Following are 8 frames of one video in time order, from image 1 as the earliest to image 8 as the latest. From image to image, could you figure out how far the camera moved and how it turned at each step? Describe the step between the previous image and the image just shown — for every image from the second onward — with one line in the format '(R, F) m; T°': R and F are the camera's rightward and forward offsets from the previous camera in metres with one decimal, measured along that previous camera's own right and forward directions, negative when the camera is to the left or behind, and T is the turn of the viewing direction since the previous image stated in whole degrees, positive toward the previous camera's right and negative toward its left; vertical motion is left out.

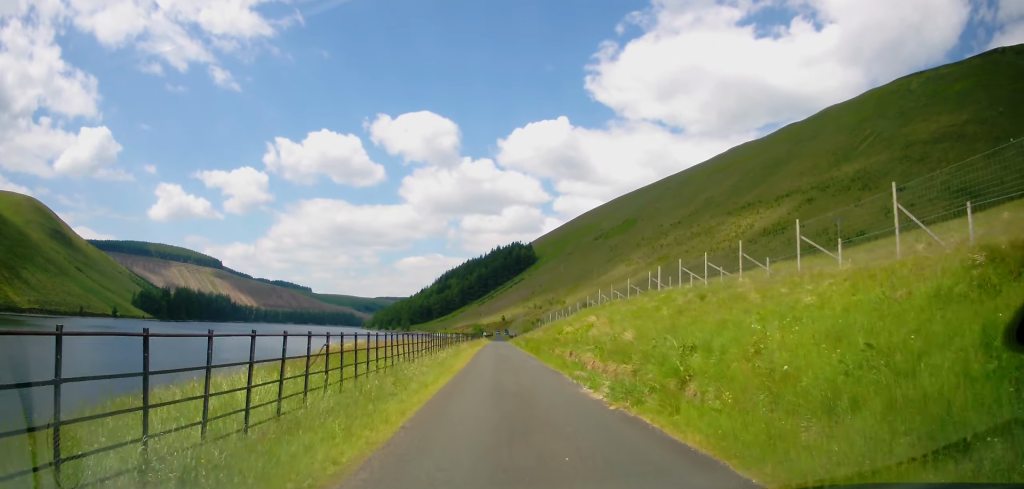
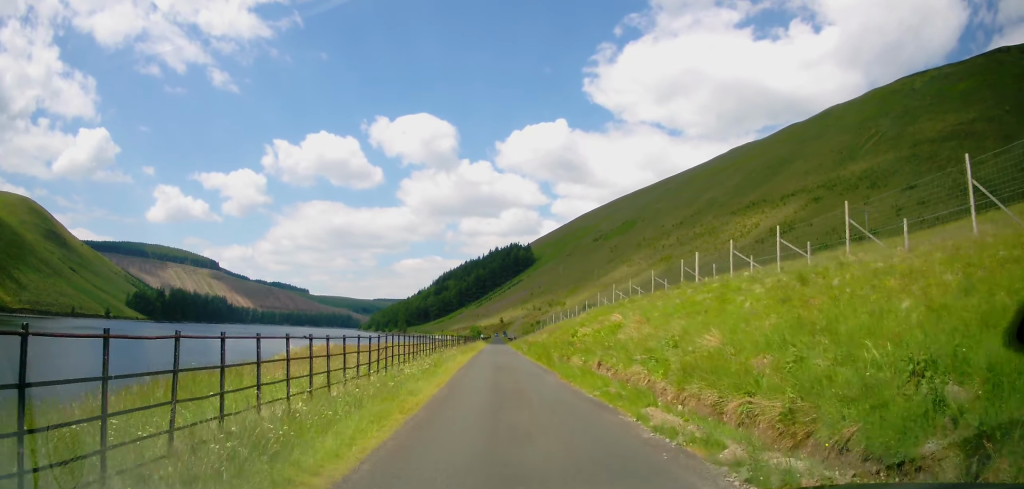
(-0.1, +8.6) m; +1°
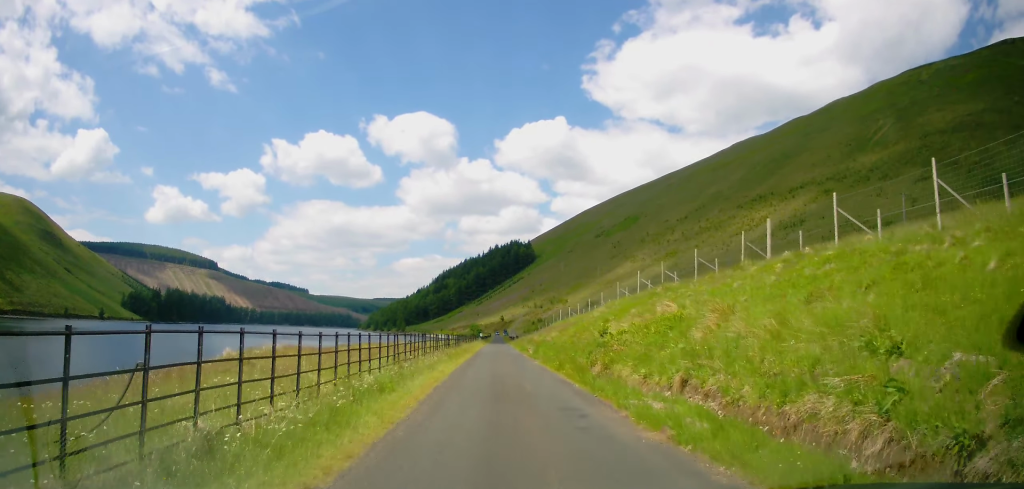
(+0.3, +9.4) m; +2°
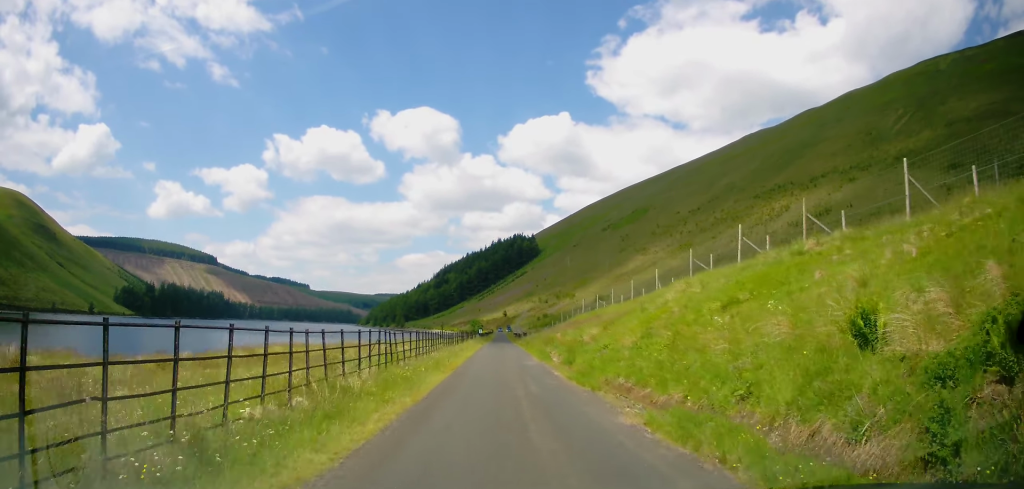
(+0.1, +18.2) m; -1°
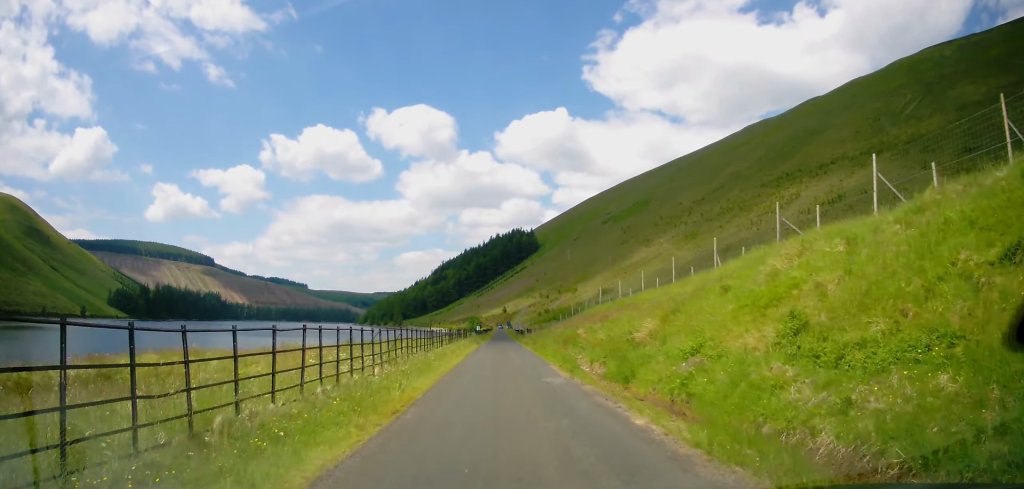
(-0.2, +10.3) m; -1°
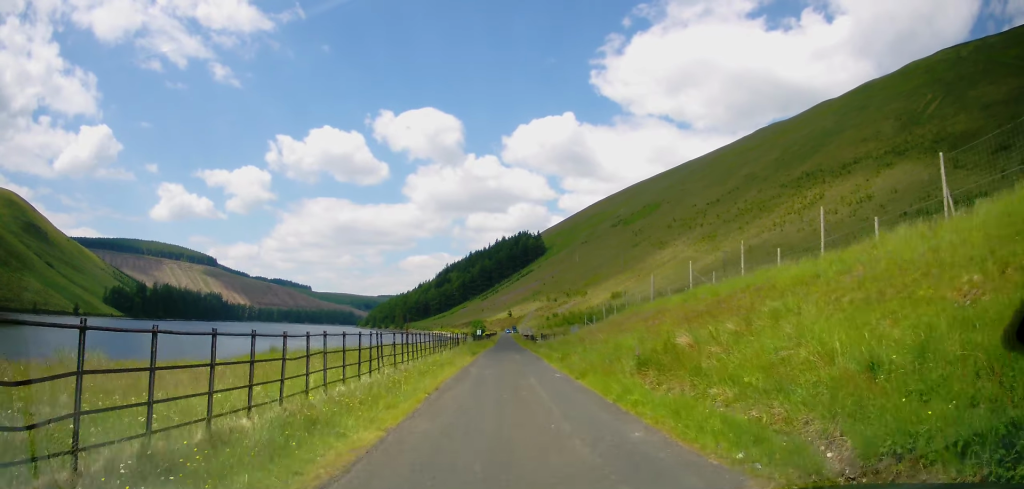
(-0.2, +15.3) m; 0°
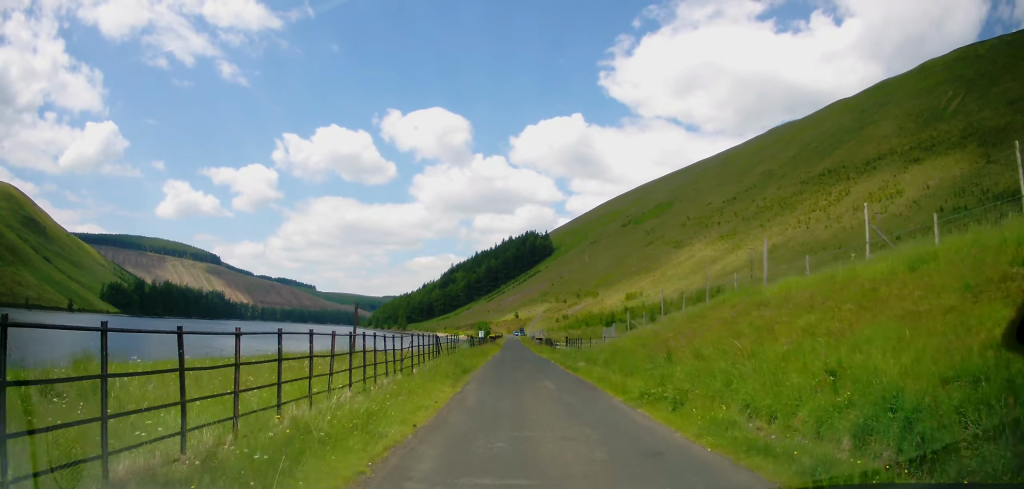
(+0.1, +15.1) m; 0°
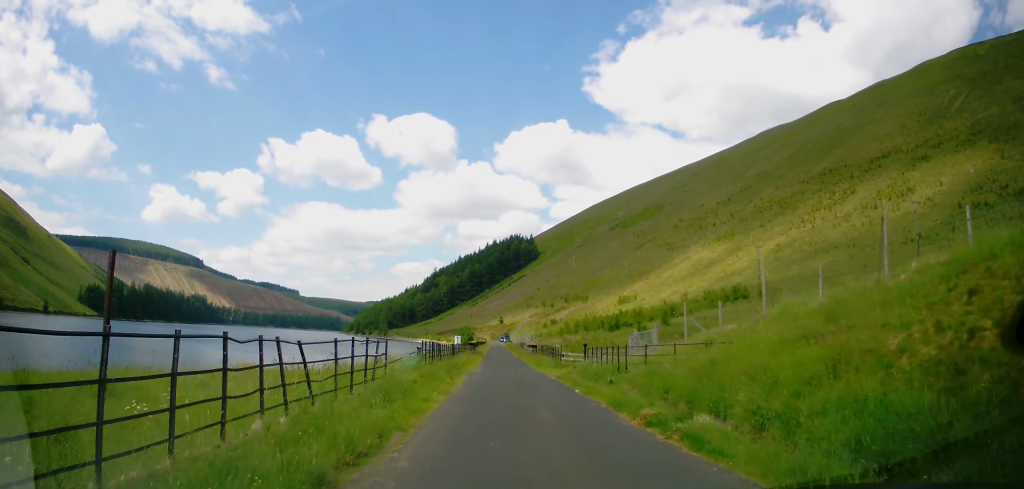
(-0.1, +14.2) m; +2°
